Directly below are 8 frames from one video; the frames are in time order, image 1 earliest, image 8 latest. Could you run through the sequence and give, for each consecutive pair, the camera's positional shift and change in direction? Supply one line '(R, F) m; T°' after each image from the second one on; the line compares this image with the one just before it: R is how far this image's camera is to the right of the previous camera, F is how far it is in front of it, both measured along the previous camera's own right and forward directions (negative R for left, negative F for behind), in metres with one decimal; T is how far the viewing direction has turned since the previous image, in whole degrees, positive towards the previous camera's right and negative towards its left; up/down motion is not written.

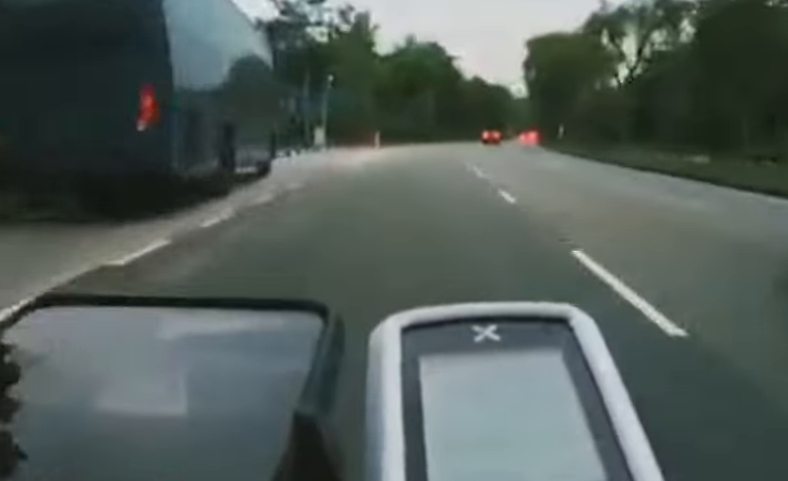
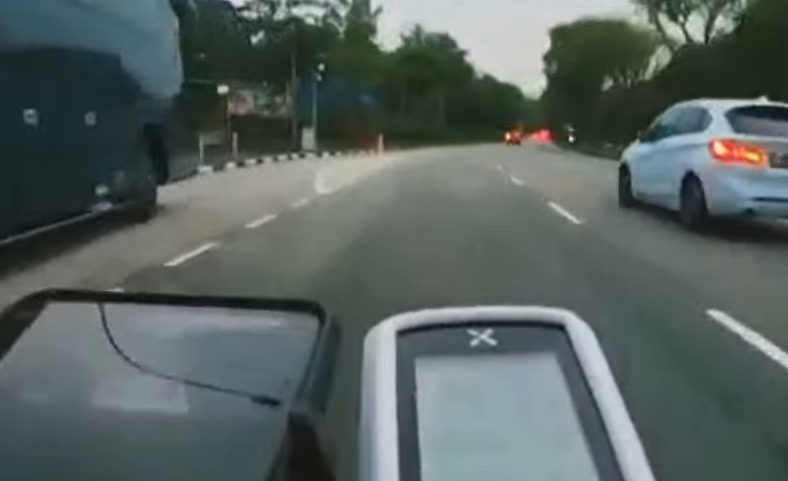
(0.0, +5.4) m; 0°
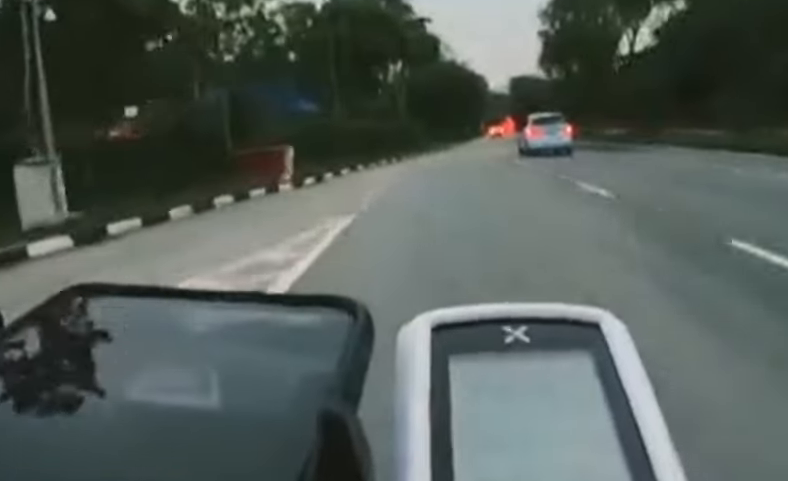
(0.0, +15.5) m; -1°
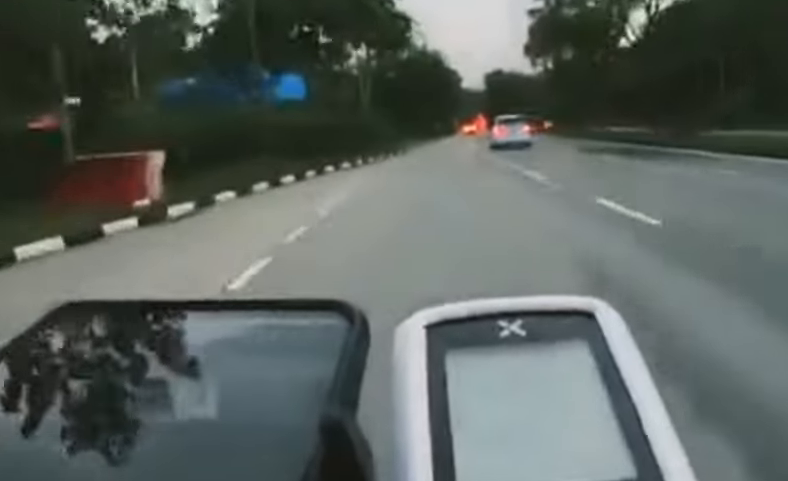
(0.0, +5.7) m; -1°
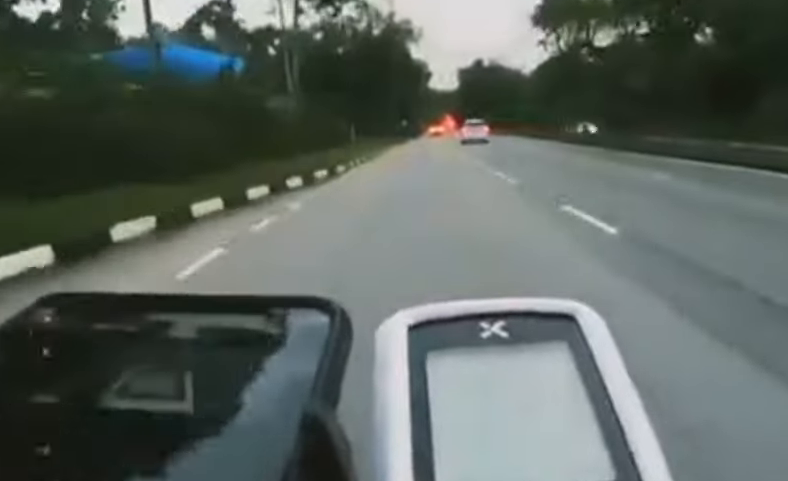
(-0.2, +11.8) m; -1°
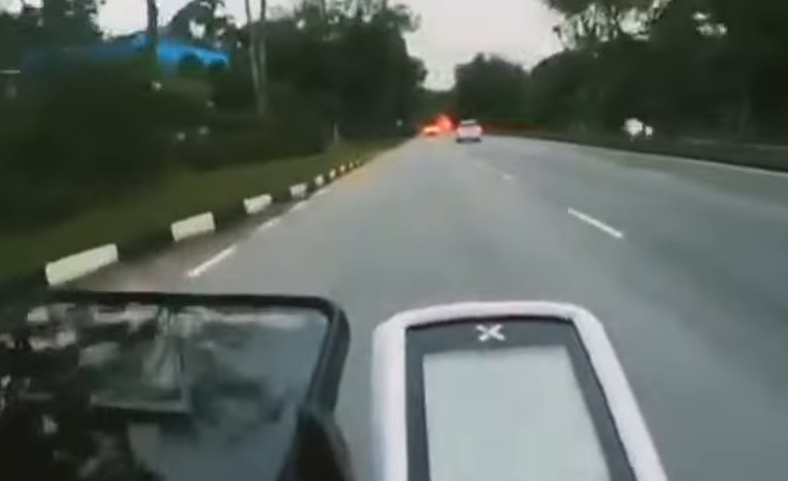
(0.0, +4.0) m; 0°
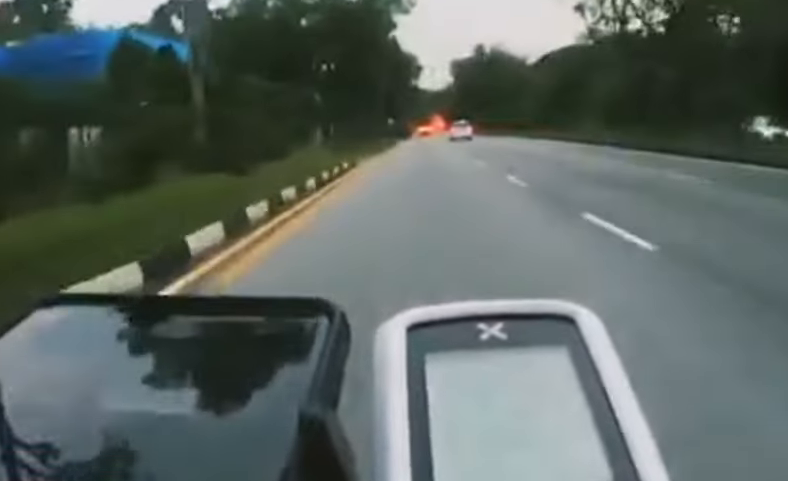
(0.0, +4.4) m; 0°
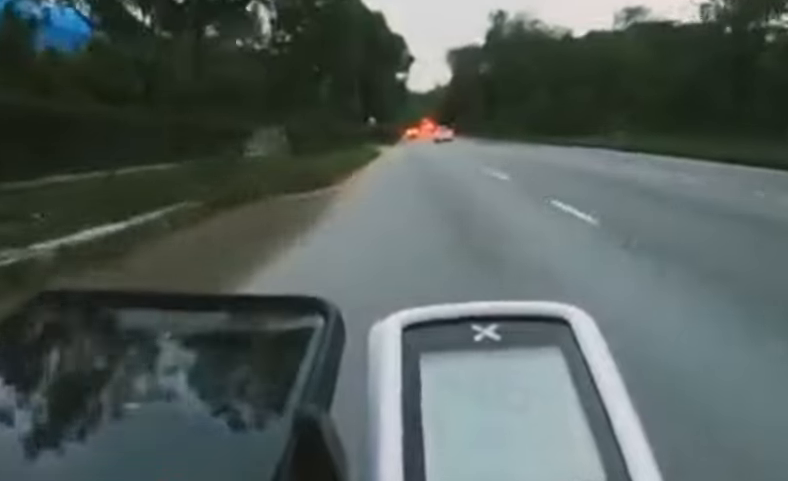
(0.0, +14.4) m; 0°
